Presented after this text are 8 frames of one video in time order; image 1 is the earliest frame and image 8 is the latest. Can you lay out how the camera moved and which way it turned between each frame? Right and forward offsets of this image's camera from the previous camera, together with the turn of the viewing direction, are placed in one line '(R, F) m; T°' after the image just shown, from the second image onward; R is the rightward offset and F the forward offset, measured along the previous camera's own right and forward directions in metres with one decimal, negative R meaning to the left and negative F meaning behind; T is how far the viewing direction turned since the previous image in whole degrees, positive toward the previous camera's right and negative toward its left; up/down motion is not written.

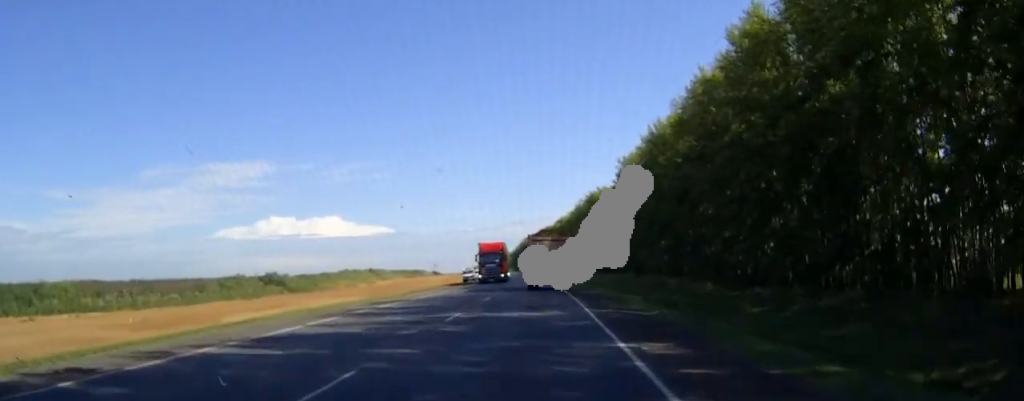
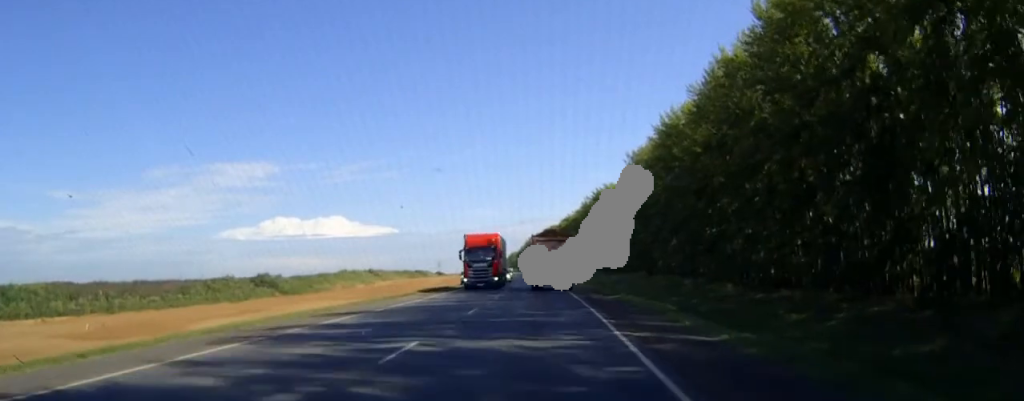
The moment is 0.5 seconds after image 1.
(0.0, +8.1) m; 0°
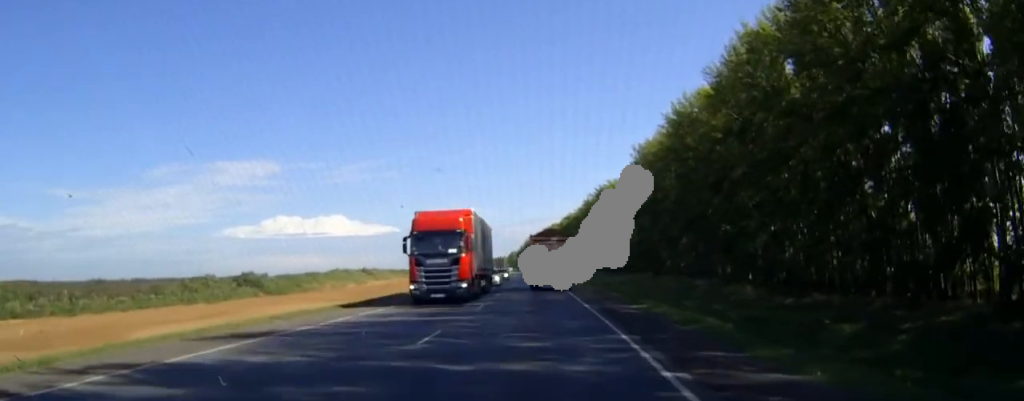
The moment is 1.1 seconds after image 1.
(0.0, +9.3) m; 0°
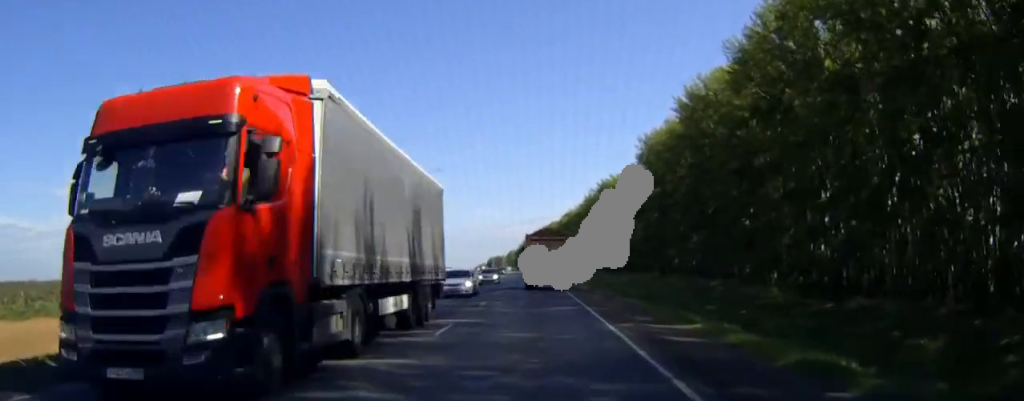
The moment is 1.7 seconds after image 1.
(0.0, +9.9) m; 0°
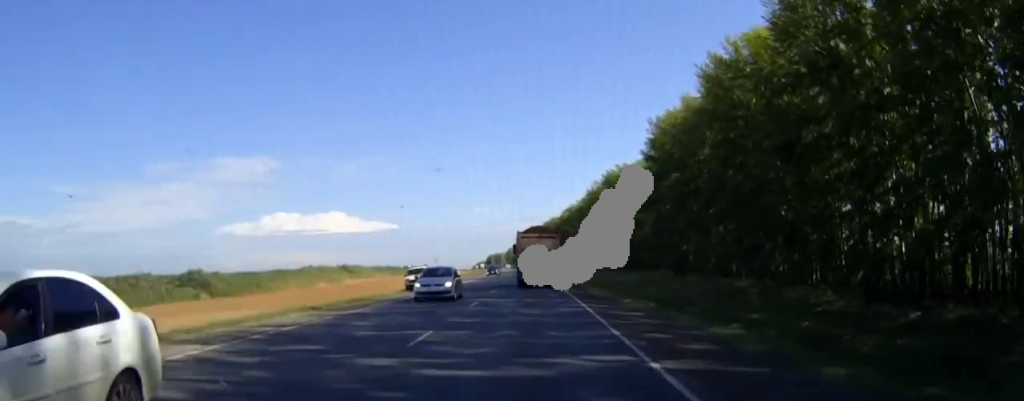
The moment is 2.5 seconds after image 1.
(0.0, +14.5) m; 0°
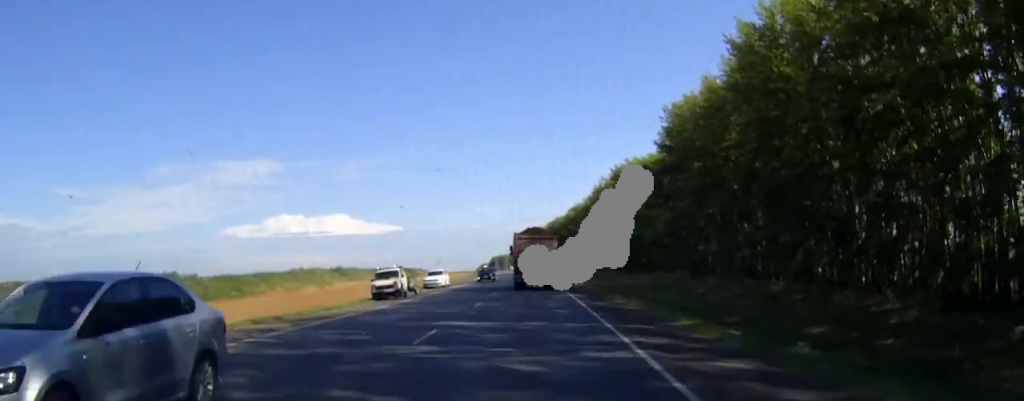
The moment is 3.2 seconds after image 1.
(0.0, +11.4) m; 0°
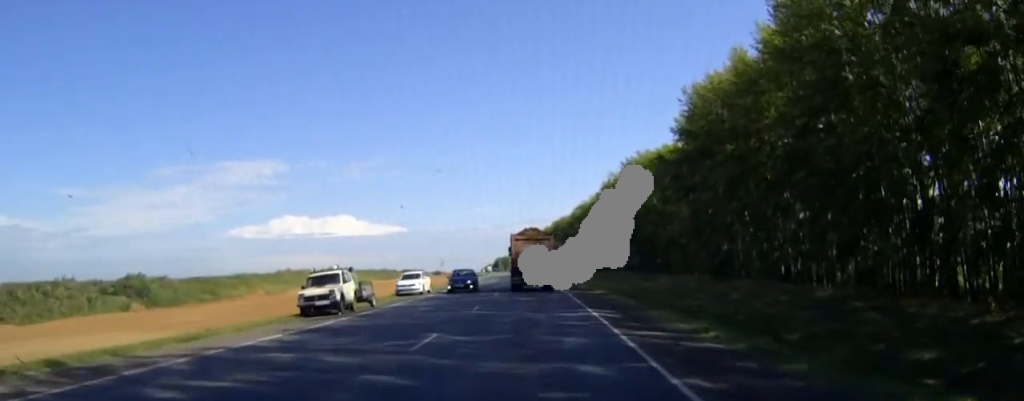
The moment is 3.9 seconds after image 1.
(0.0, +12.7) m; 0°
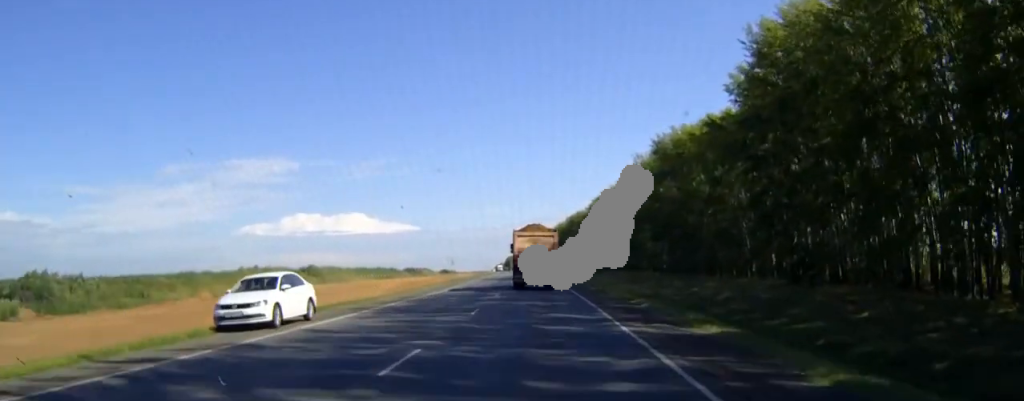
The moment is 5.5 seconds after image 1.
(-0.2, +27.0) m; -1°
